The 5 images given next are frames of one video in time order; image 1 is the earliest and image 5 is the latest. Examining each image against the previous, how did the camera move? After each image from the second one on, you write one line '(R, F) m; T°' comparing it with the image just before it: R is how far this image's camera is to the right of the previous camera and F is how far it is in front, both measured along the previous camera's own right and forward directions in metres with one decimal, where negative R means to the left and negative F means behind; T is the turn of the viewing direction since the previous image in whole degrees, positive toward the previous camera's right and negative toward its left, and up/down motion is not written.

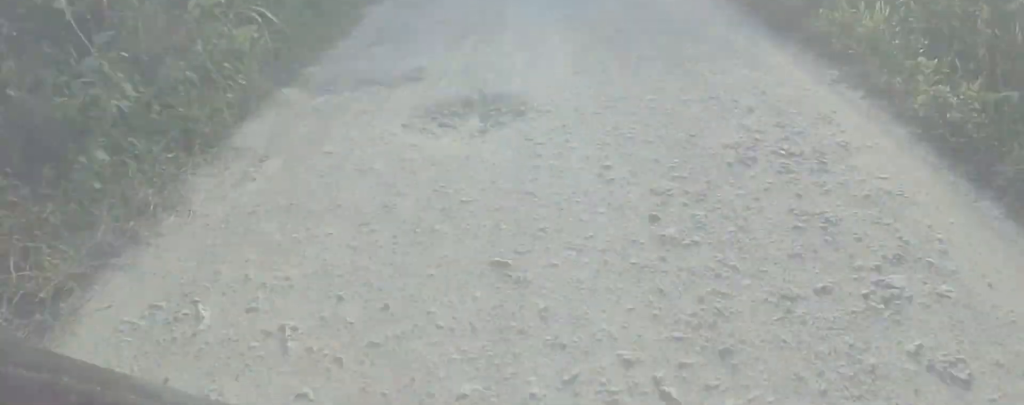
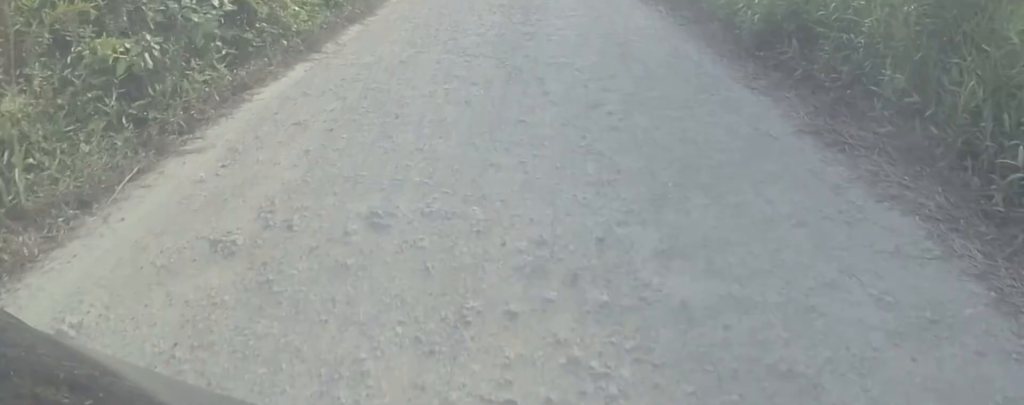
(0.0, +21.6) m; 0°
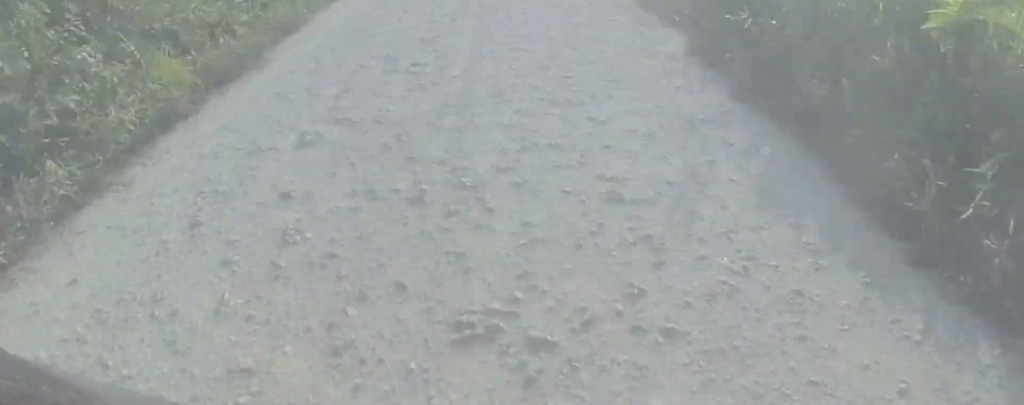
(-1.6, +33.6) m; 0°
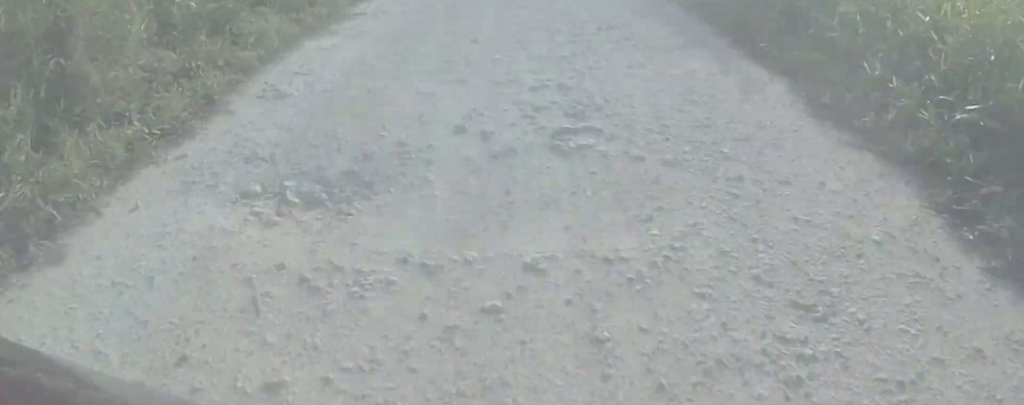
(+0.1, +13.4) m; -4°
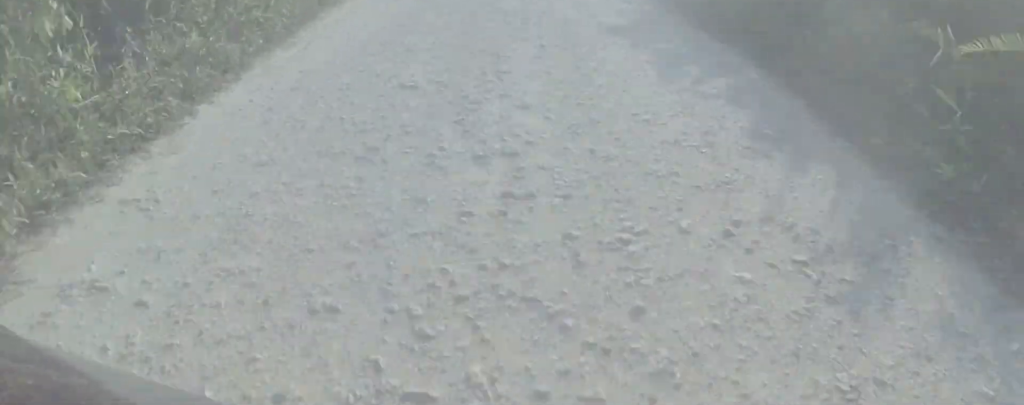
(-0.2, +4.6) m; -2°
